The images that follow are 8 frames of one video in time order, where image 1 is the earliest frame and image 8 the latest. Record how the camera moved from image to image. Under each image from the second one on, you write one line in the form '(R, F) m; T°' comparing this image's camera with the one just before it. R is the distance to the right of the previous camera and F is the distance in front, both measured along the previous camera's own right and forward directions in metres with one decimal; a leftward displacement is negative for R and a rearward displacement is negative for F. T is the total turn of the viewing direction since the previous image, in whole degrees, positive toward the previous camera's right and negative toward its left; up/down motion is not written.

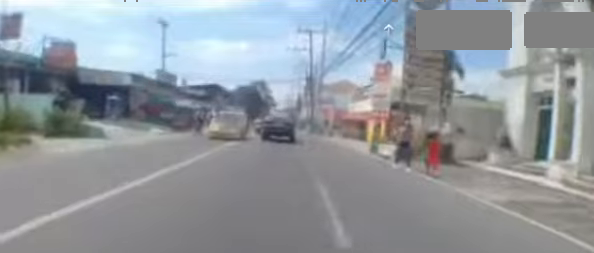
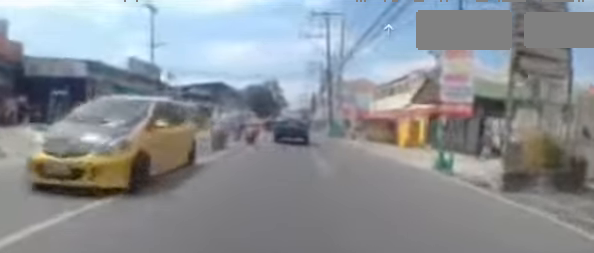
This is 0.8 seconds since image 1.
(+0.2, +6.0) m; -3°
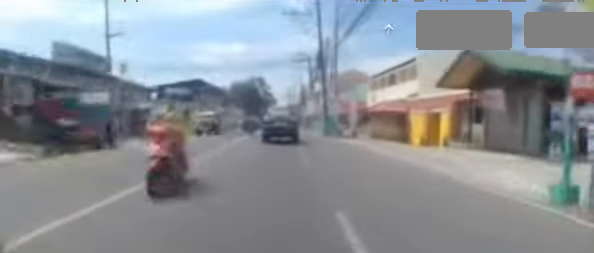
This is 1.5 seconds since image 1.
(-0.3, +4.6) m; 0°
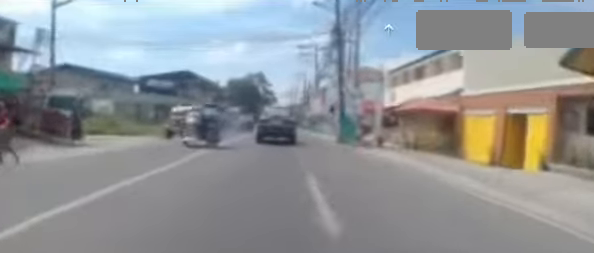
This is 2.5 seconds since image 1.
(0.0, +6.7) m; 0°
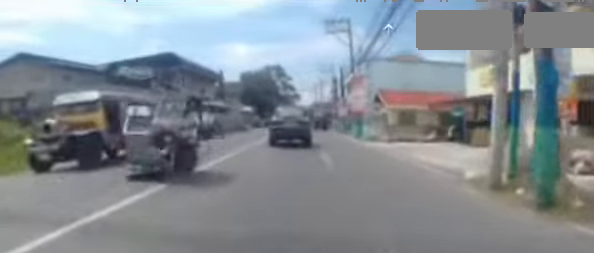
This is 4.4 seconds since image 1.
(-0.3, +12.6) m; -2°
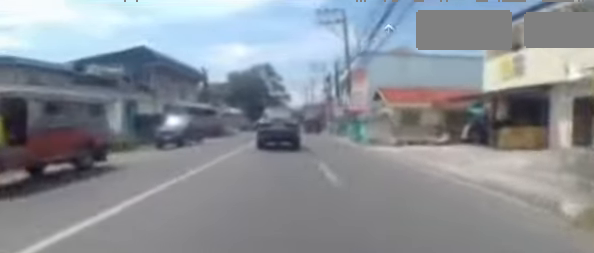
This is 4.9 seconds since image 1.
(+0.2, +3.2) m; 0°
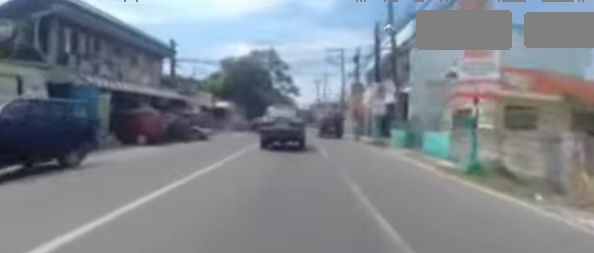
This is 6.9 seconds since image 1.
(-0.4, +12.3) m; 0°
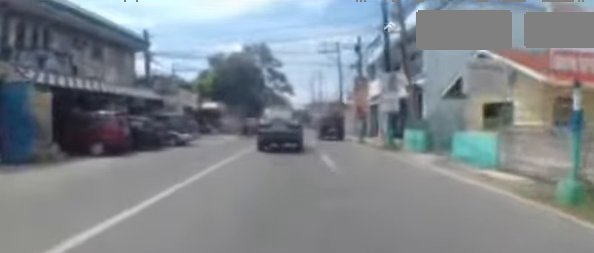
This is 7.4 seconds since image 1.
(0.0, +3.1) m; 0°
